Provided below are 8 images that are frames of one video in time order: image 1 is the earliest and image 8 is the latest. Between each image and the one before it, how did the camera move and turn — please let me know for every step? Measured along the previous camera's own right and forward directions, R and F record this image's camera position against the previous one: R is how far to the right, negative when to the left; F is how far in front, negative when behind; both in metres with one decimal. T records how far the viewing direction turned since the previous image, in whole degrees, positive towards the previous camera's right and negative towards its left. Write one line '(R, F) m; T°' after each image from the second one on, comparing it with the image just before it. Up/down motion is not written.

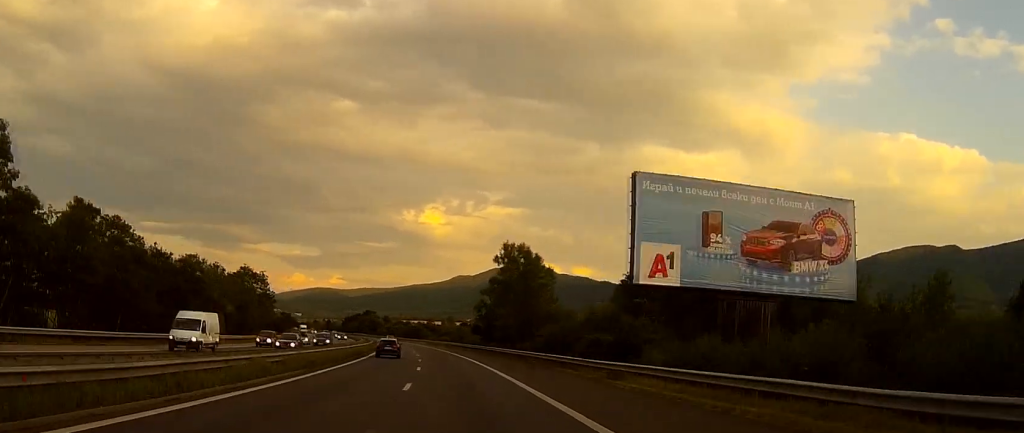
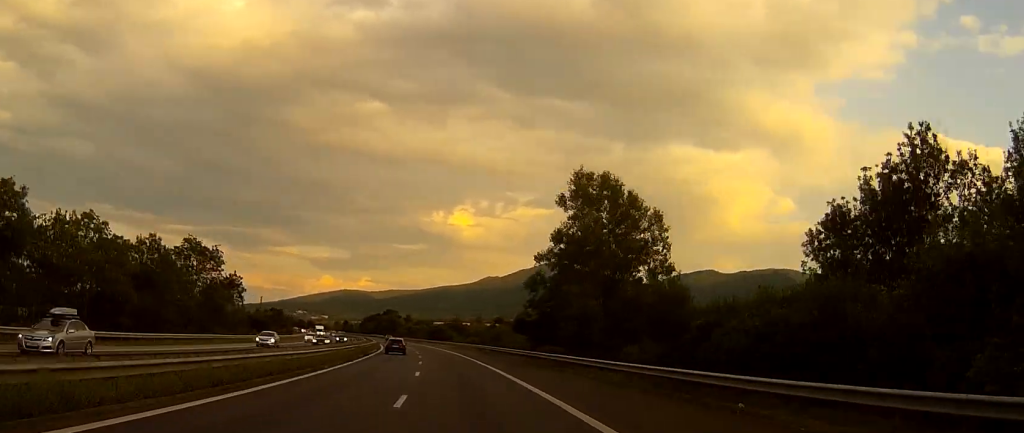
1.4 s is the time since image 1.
(-0.6, +38.5) m; -2°
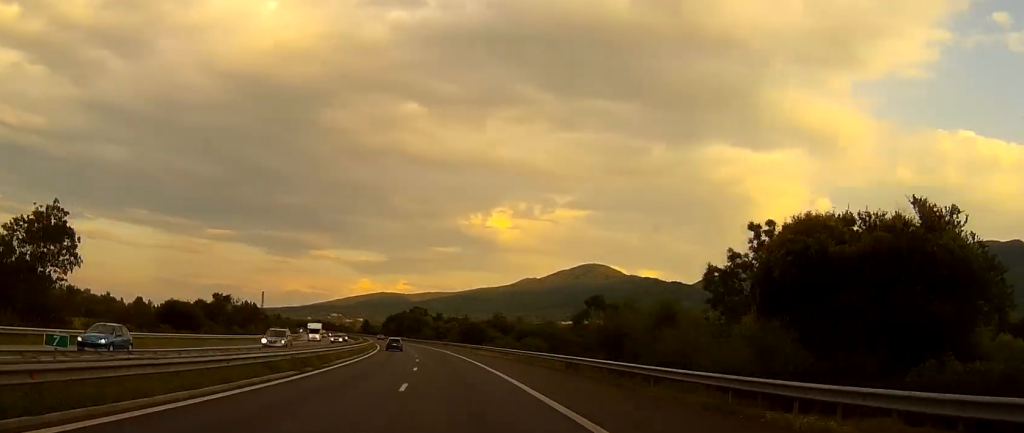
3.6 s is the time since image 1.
(-1.5, +57.6) m; -3°
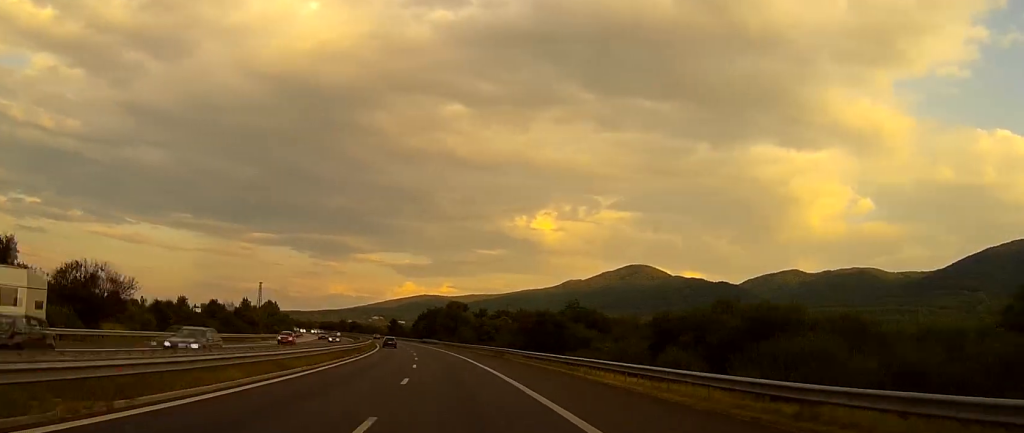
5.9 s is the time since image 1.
(-1.3, +60.8) m; -3°
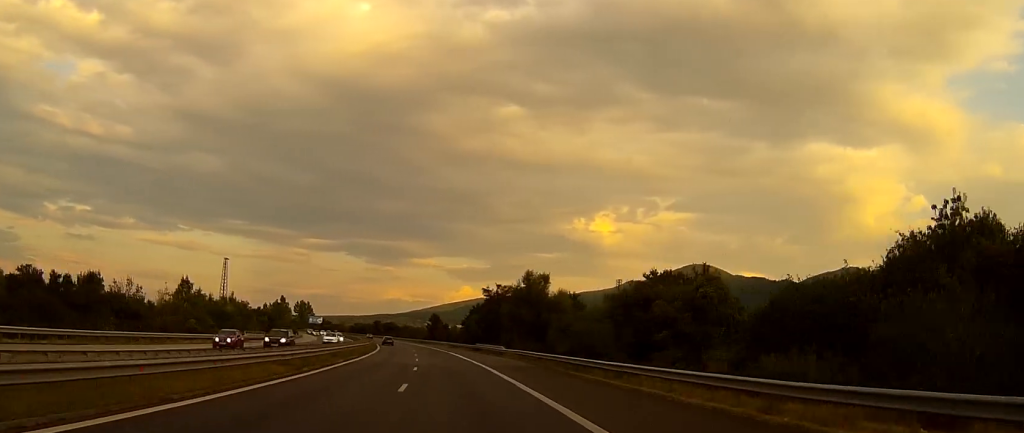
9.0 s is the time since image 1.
(-2.9, +83.2) m; -4°
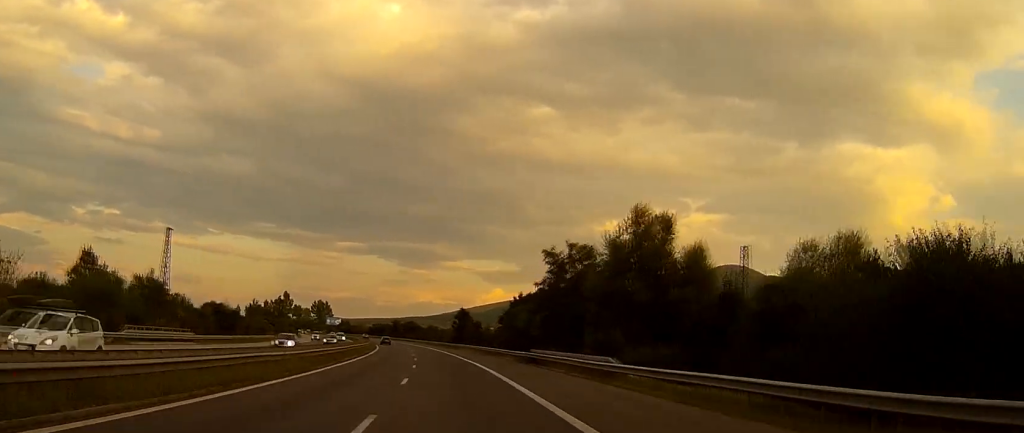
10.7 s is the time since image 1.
(-0.7, +44.8) m; -2°
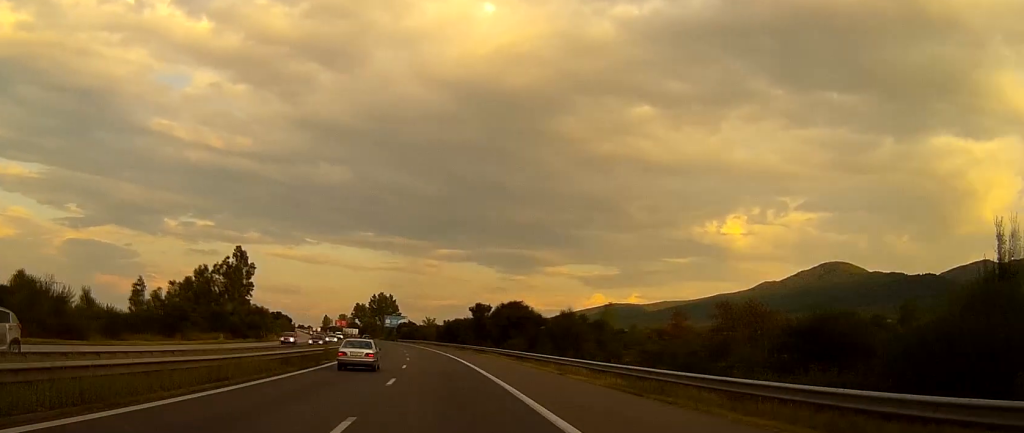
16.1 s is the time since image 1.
(-8.2, +144.3) m; -7°
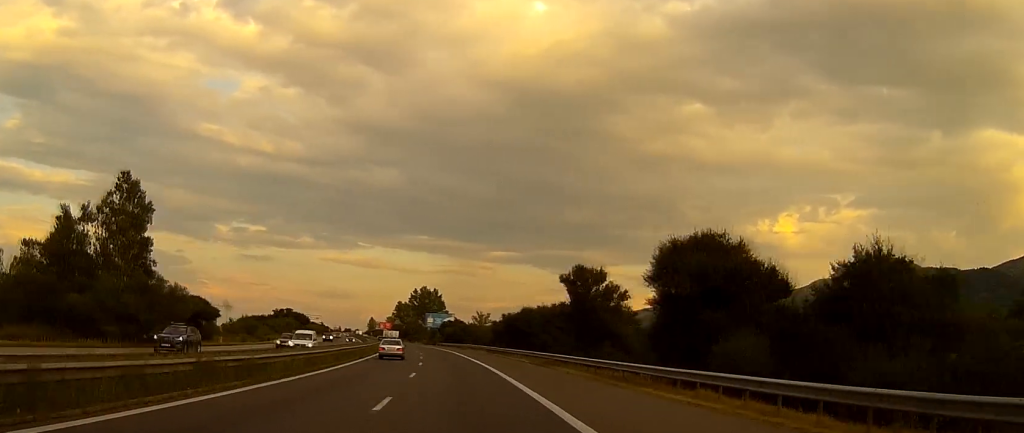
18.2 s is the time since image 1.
(-1.6, +58.0) m; -3°
